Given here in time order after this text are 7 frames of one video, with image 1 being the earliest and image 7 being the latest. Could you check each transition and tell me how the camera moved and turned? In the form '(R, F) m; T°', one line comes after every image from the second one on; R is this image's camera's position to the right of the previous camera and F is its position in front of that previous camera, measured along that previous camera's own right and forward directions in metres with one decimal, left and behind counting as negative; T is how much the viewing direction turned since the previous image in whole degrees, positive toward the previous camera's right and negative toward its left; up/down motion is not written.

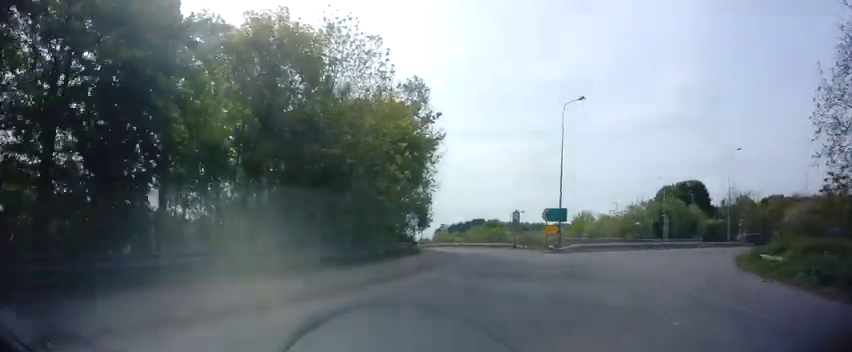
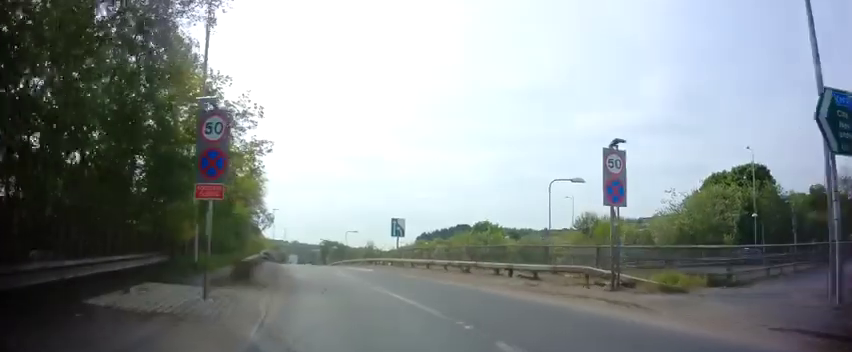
(+4.3, +31.0) m; +3°
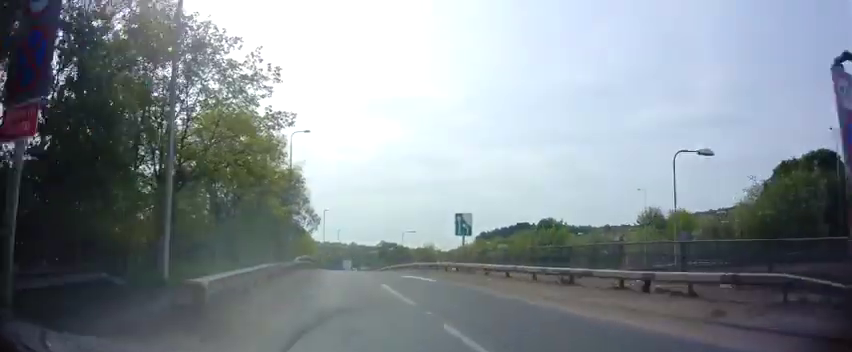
(-0.4, +5.9) m; -6°
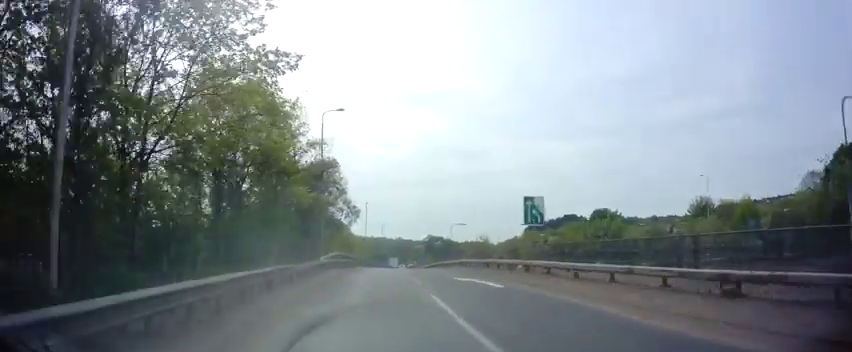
(-0.3, +5.6) m; -6°
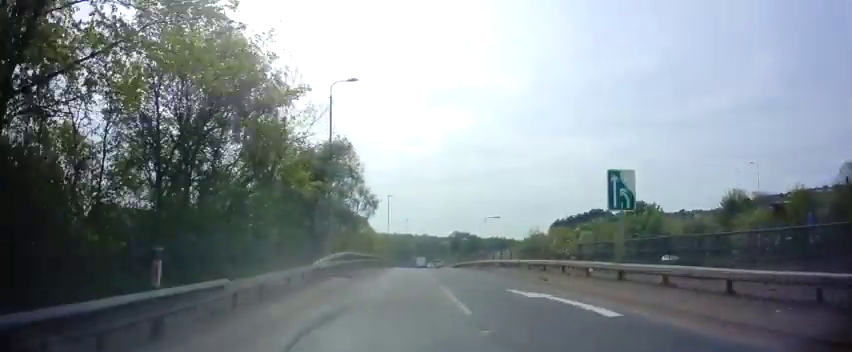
(-0.4, +6.5) m; -2°
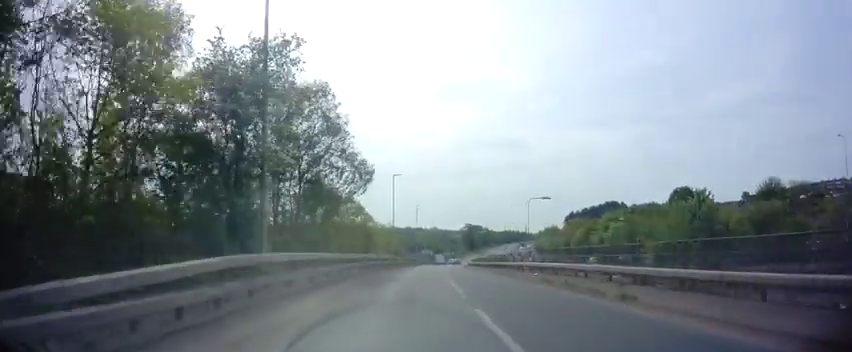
(-0.3, +14.7) m; -2°
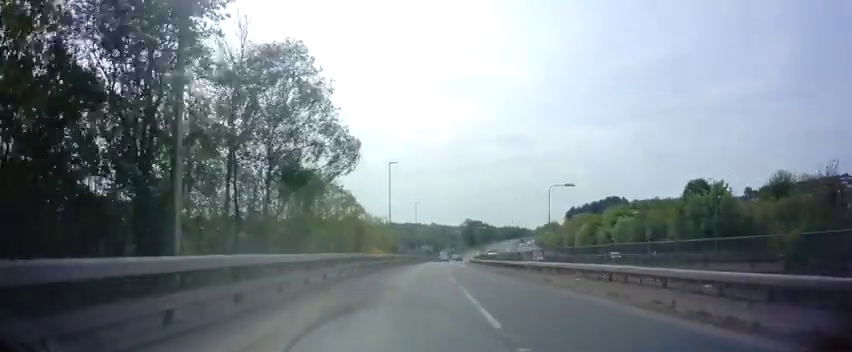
(-0.1, +5.7) m; 0°
